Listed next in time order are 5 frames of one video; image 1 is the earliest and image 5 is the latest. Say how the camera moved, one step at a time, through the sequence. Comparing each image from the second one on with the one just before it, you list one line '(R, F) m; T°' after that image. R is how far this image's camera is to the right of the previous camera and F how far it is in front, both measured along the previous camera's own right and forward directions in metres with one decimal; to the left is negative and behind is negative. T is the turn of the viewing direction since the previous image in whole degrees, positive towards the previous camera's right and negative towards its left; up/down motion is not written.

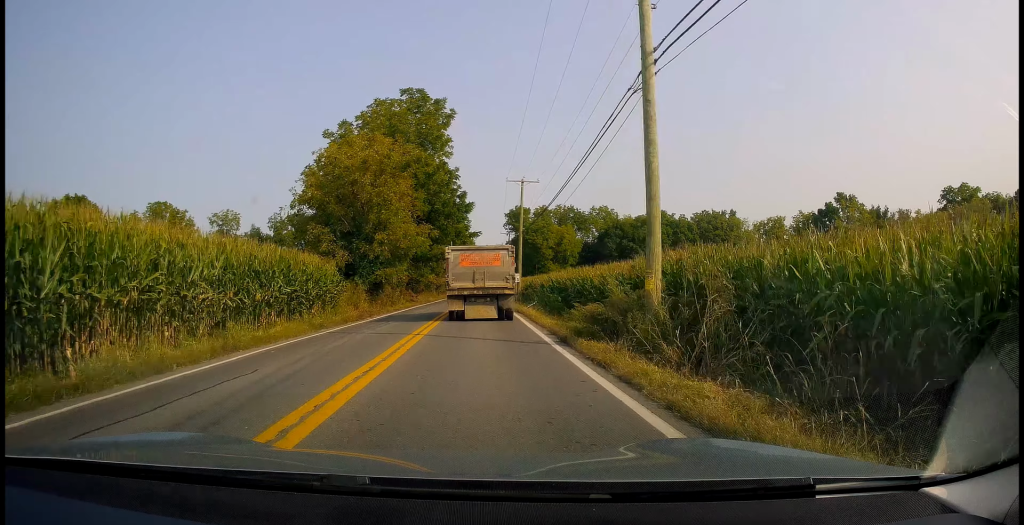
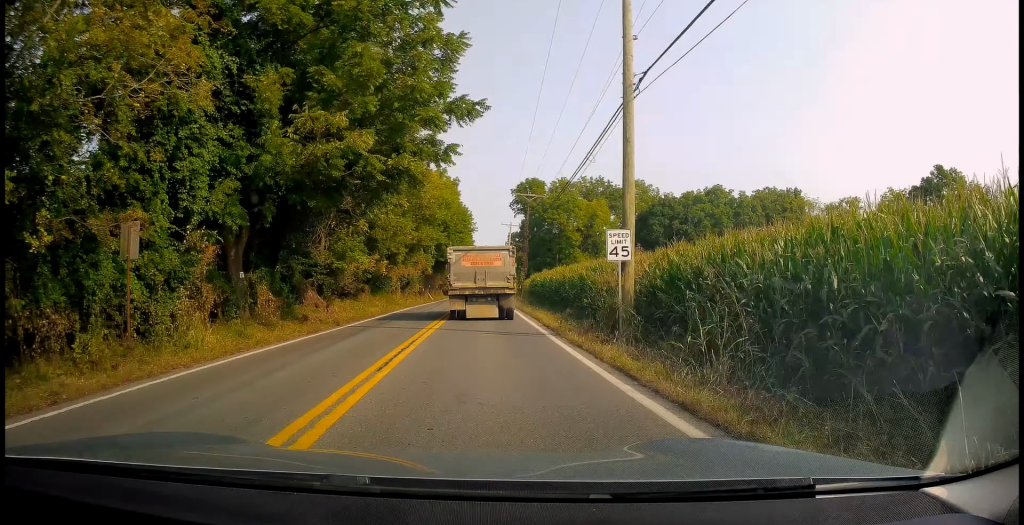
(-0.4, +38.6) m; +1°
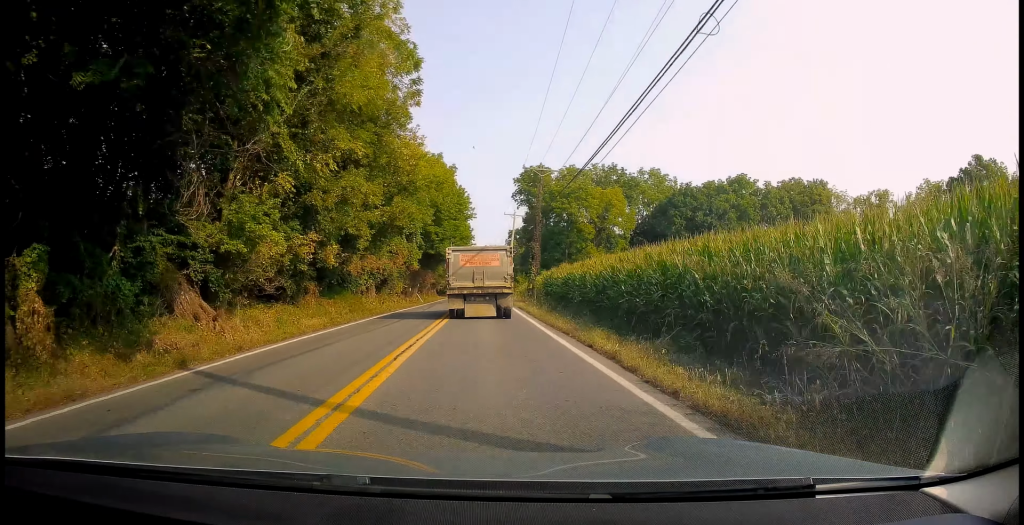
(+0.1, +12.6) m; 0°
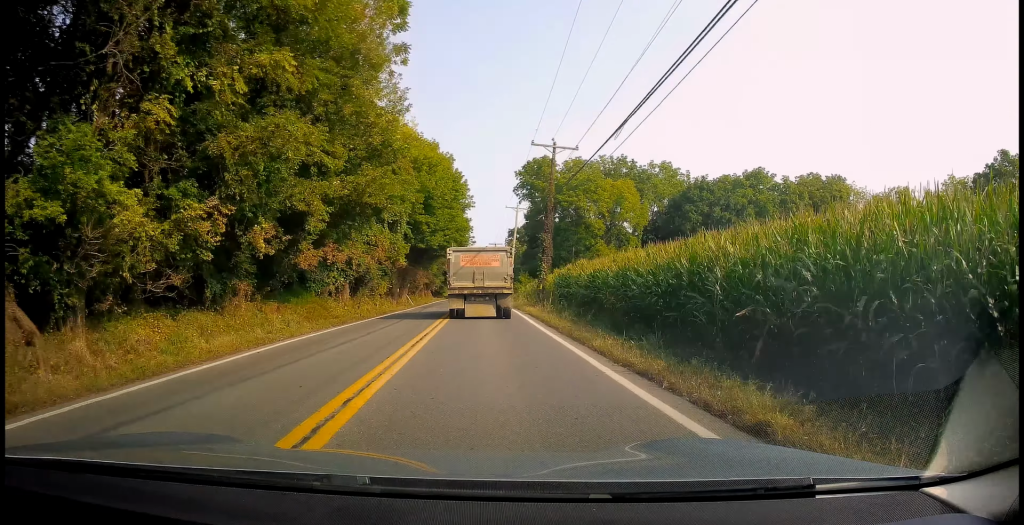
(0.0, +7.4) m; 0°
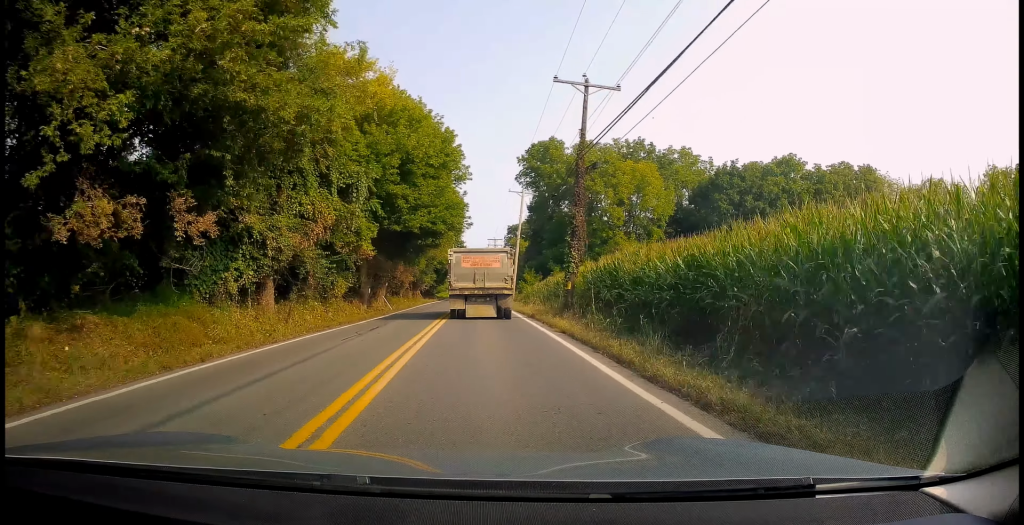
(-0.1, +11.8) m; -1°
